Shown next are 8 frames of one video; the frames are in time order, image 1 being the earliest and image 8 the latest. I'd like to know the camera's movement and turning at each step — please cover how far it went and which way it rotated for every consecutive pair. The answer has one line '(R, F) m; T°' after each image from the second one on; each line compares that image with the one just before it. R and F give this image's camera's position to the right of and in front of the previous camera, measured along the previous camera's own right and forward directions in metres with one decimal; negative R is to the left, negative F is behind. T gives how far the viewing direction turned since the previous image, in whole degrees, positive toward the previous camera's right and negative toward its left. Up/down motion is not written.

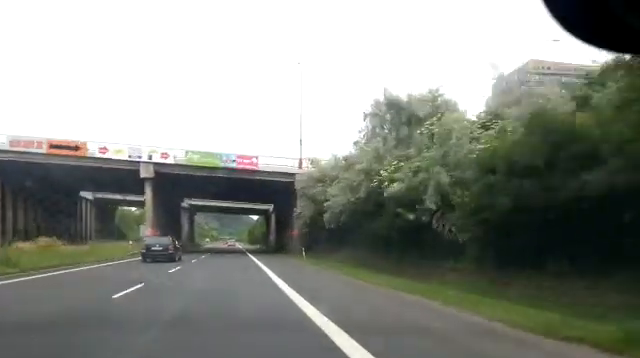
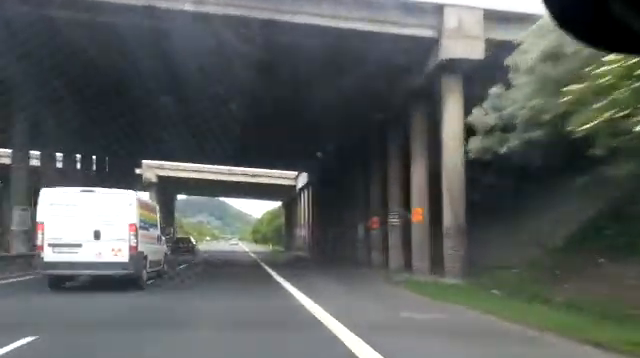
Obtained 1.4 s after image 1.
(+0.1, +34.2) m; +1°
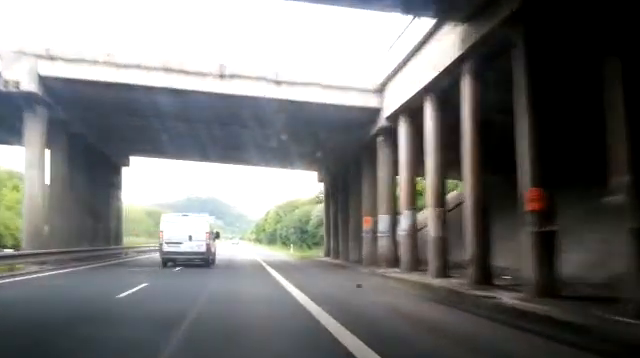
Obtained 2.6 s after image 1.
(+0.1, +28.3) m; -1°
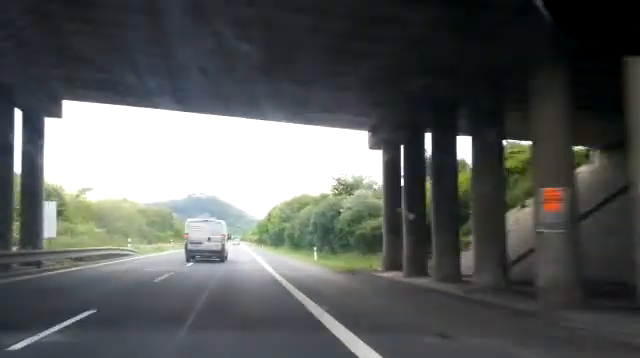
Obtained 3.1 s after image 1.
(-0.2, +13.7) m; -1°
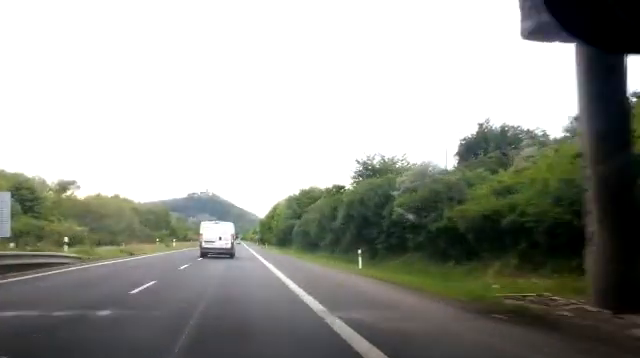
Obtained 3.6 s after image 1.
(+0.1, +12.0) m; +1°
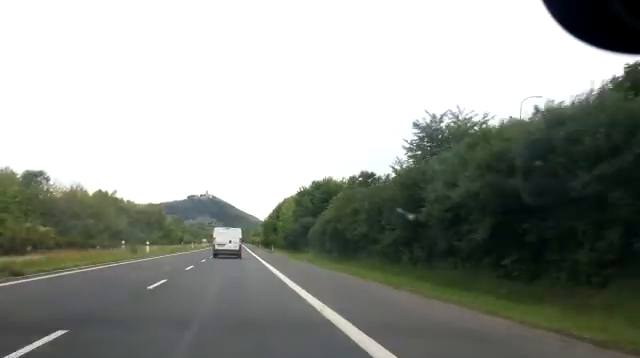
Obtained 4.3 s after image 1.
(+0.1, +15.9) m; +1°
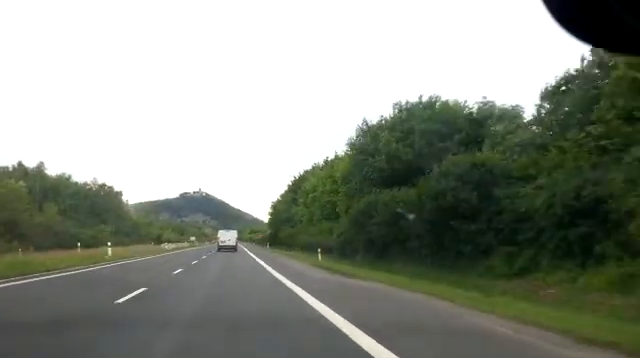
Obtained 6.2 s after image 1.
(+1.2, +46.4) m; +2°
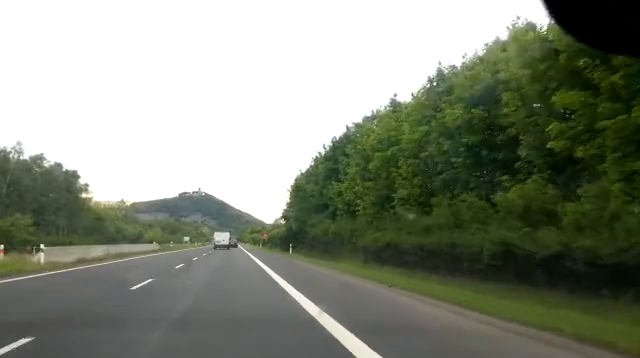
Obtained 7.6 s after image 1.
(-0.2, +33.4) m; -1°
